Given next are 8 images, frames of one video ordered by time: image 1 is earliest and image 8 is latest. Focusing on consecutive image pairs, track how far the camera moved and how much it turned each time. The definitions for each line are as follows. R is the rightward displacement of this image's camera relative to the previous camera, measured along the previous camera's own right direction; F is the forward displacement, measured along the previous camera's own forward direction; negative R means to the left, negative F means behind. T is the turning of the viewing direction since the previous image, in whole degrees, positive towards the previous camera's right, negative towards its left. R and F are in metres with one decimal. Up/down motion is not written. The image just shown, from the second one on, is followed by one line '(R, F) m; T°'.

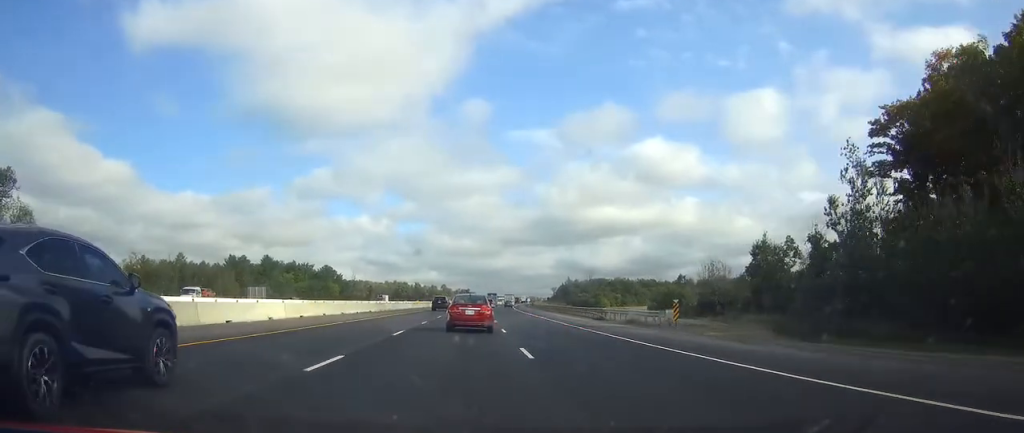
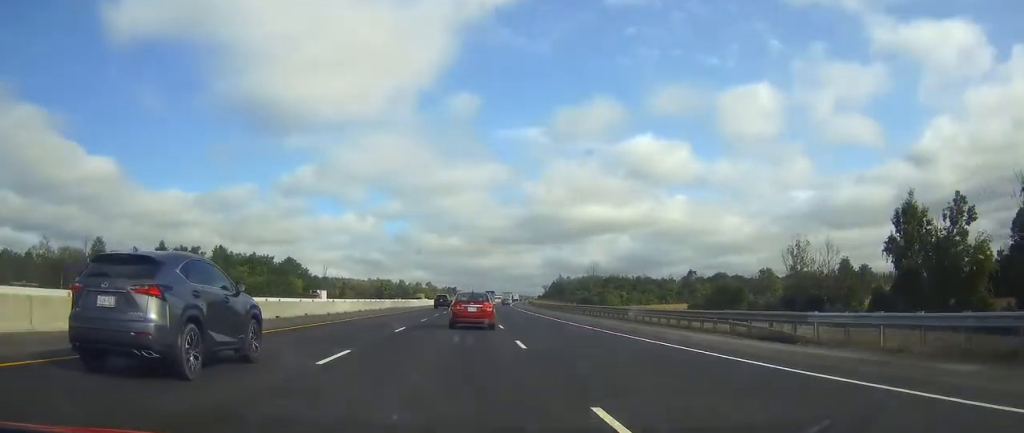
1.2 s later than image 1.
(+0.2, +35.2) m; +1°
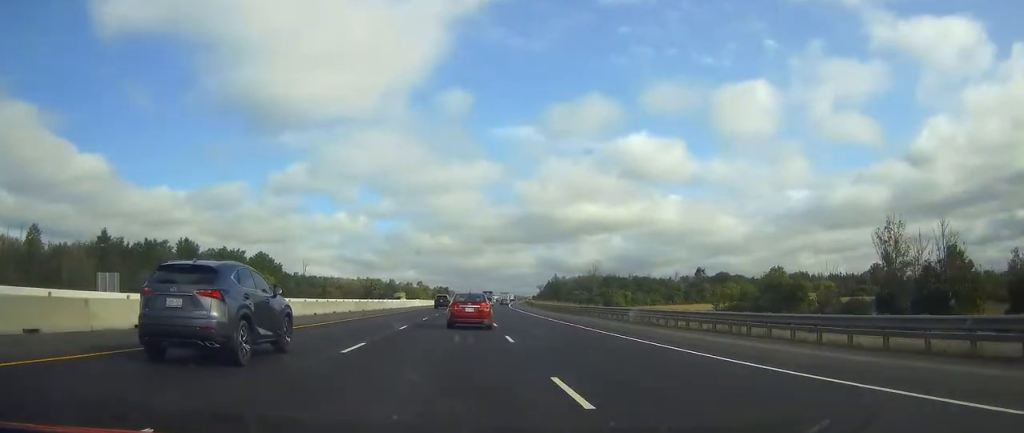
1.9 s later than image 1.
(+0.2, +21.4) m; +1°
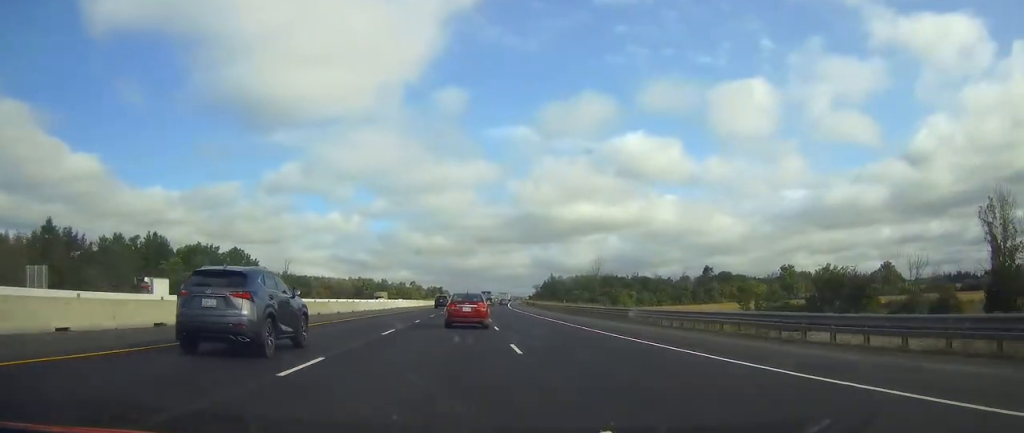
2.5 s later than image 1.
(+0.1, +16.6) m; +1°
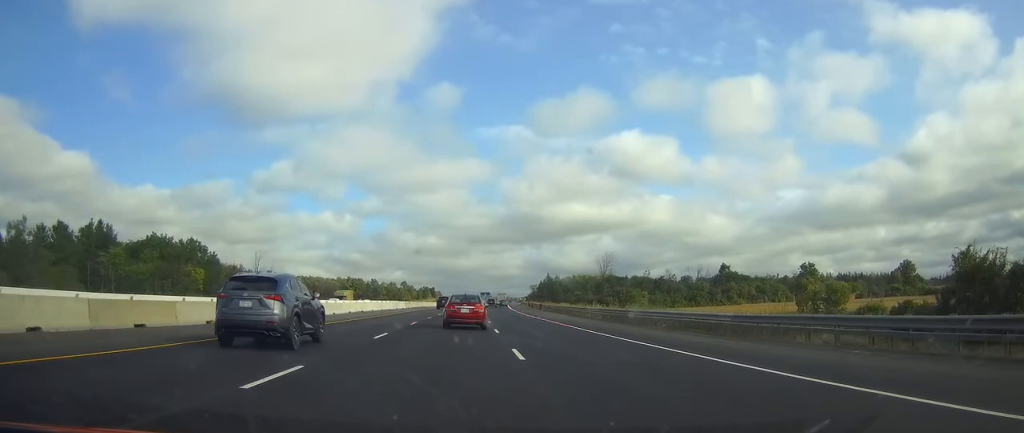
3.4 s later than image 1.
(+0.2, +25.4) m; +1°
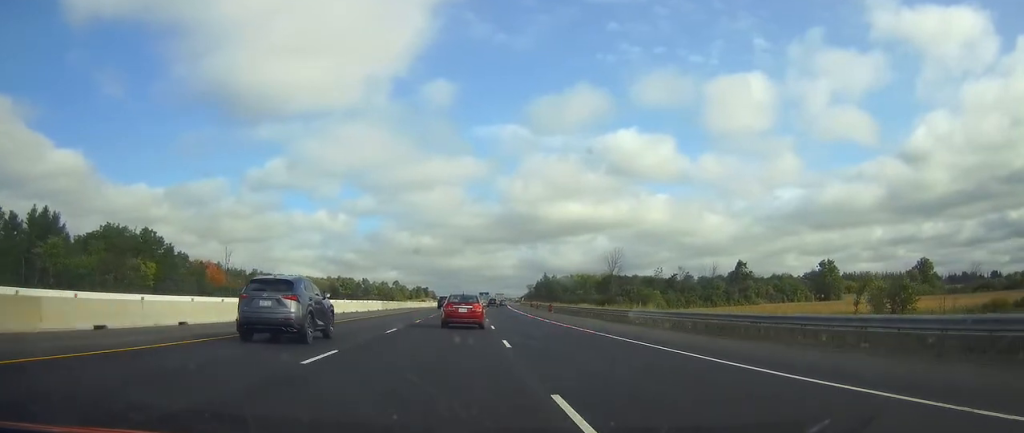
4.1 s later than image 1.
(+0.1, +20.6) m; +1°
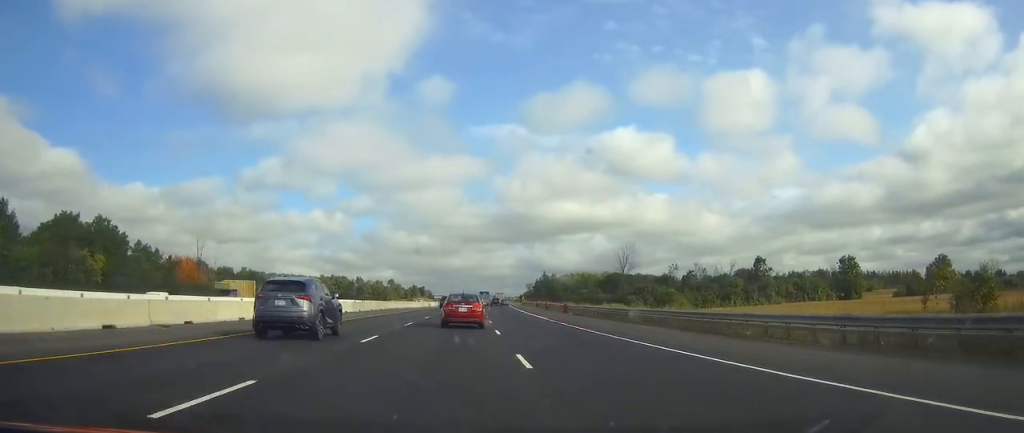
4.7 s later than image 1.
(+0.1, +17.8) m; 0°
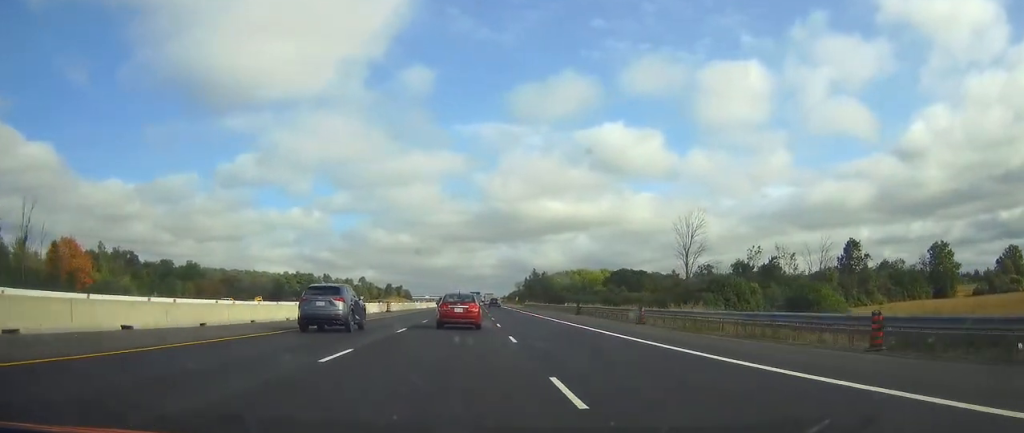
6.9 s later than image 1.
(+0.7, +65.4) m; +1°
